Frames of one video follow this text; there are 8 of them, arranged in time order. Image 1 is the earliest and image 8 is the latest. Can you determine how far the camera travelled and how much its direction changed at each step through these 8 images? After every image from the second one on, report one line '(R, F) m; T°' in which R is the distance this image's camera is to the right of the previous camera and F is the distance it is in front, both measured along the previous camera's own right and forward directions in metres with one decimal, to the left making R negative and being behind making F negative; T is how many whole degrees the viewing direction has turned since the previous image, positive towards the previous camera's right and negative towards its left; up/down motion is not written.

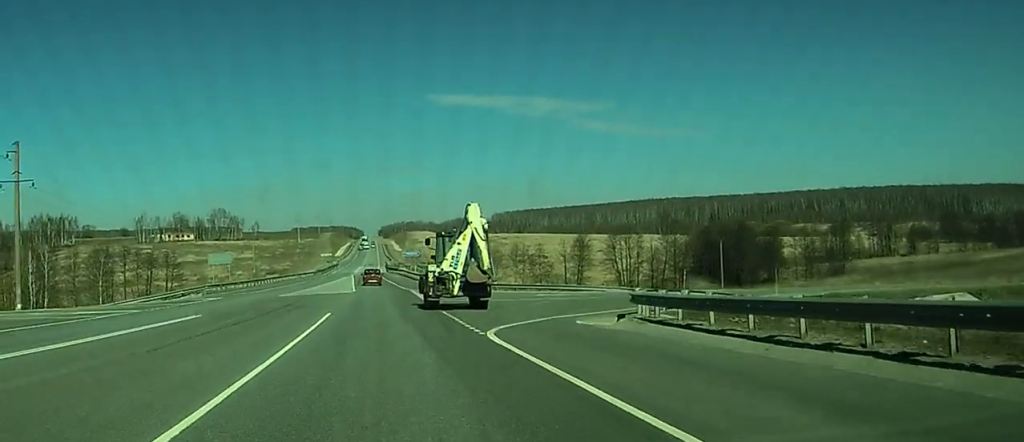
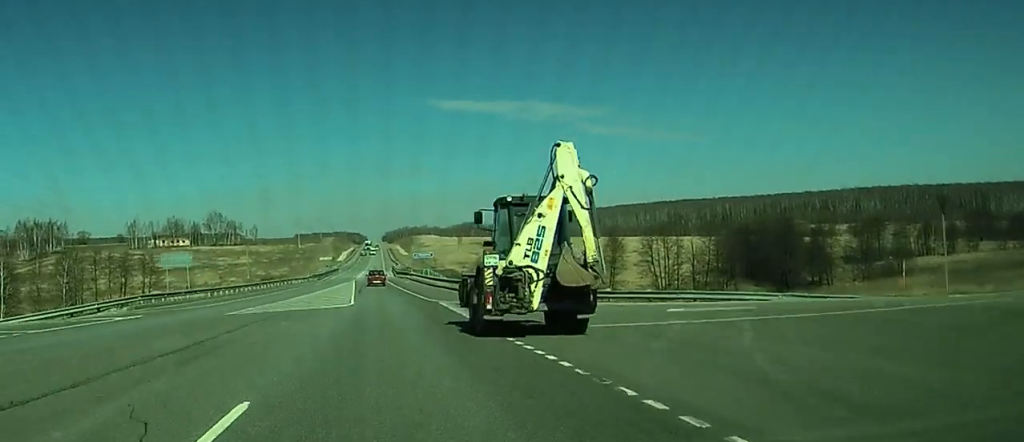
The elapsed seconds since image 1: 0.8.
(+0.1, +21.3) m; 0°
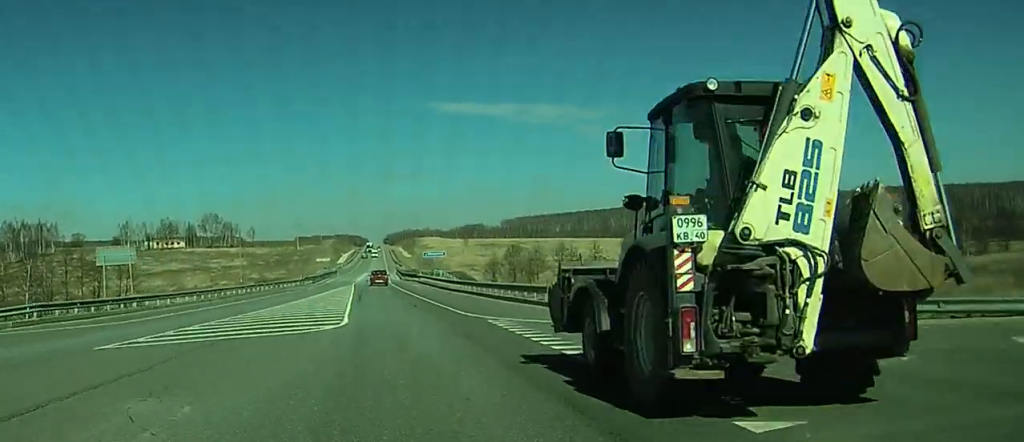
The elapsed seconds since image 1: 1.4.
(+0.2, +15.9) m; -1°
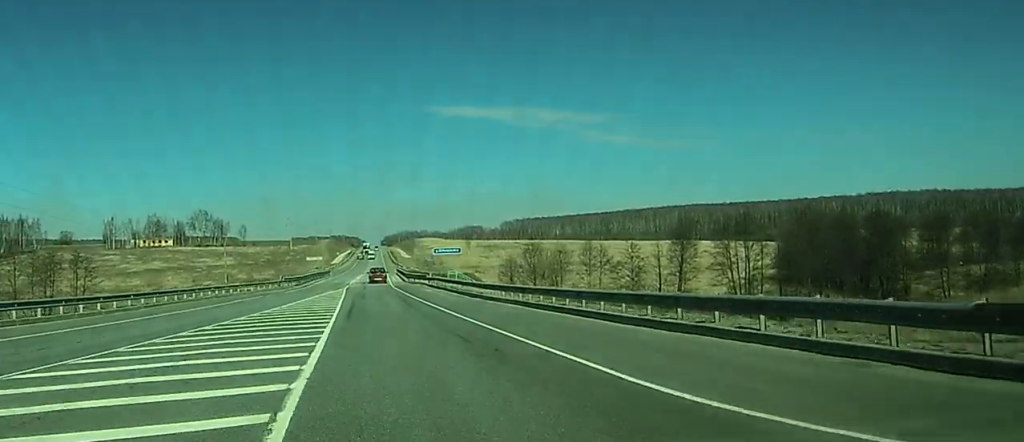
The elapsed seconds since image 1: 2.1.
(-0.4, +19.5) m; -1°
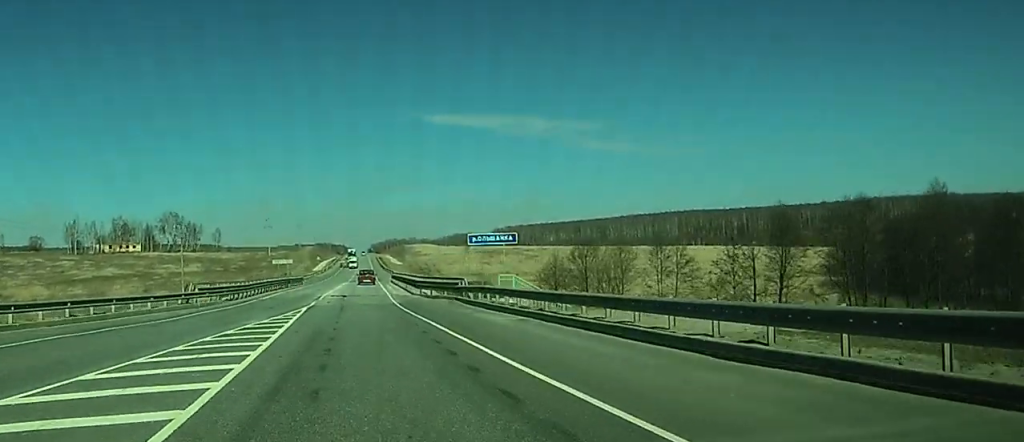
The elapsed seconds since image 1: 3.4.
(0.0, +34.6) m; 0°
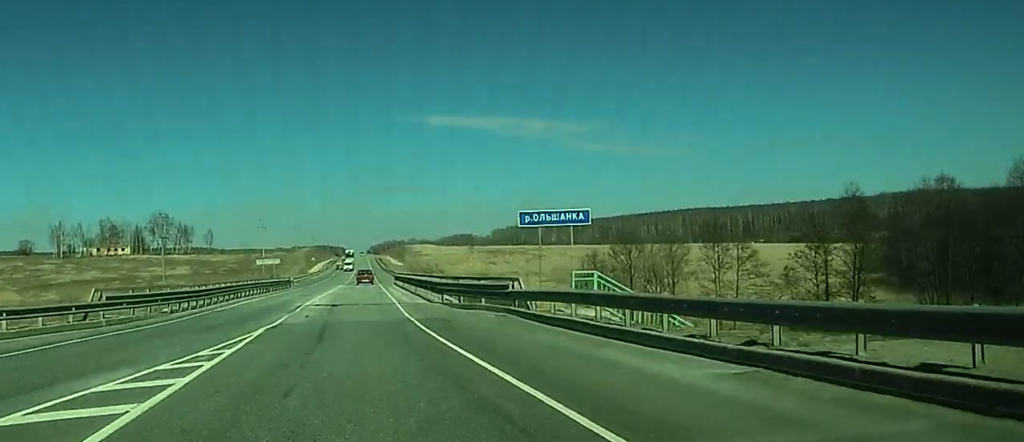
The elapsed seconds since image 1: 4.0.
(0.0, +15.1) m; 0°
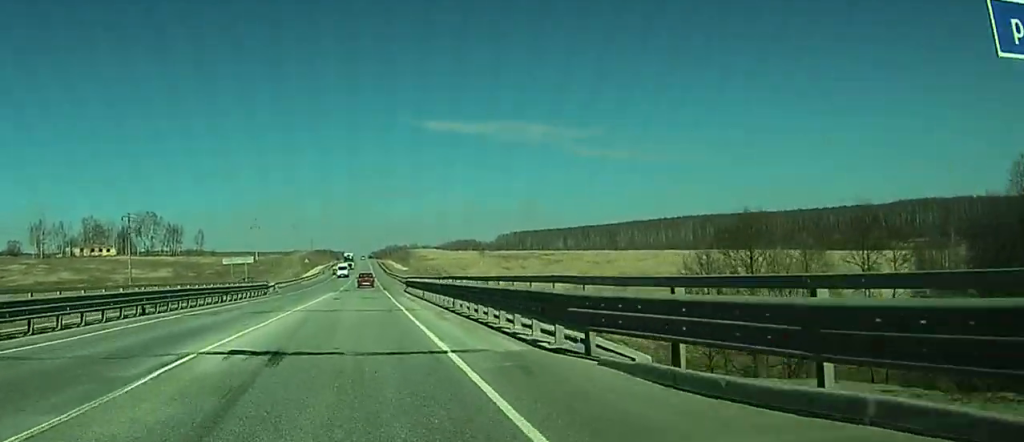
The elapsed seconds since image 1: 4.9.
(+0.1, +23.1) m; +1°
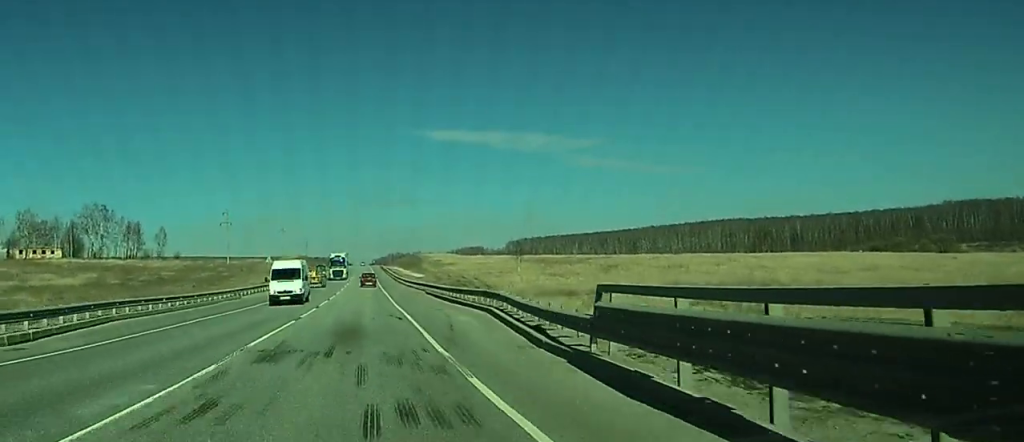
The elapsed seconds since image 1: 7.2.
(+1.6, +62.0) m; +2°
